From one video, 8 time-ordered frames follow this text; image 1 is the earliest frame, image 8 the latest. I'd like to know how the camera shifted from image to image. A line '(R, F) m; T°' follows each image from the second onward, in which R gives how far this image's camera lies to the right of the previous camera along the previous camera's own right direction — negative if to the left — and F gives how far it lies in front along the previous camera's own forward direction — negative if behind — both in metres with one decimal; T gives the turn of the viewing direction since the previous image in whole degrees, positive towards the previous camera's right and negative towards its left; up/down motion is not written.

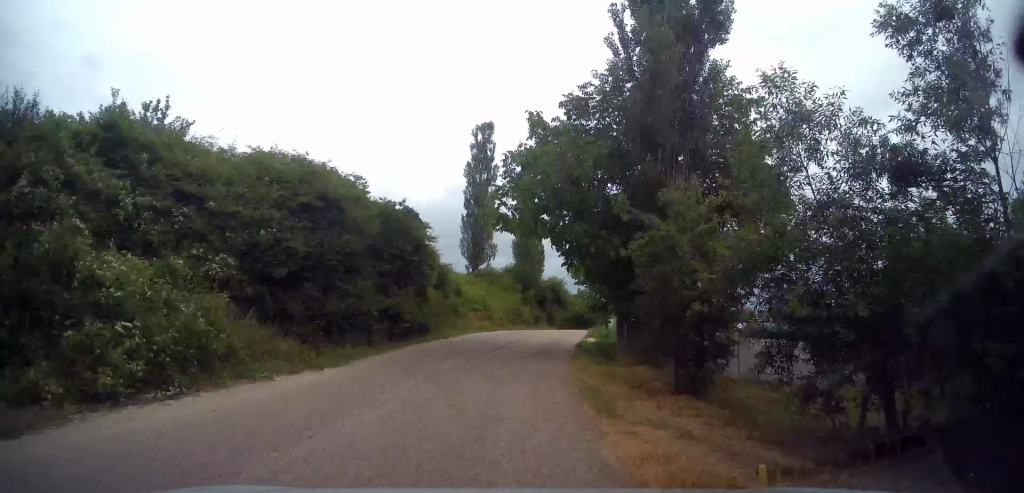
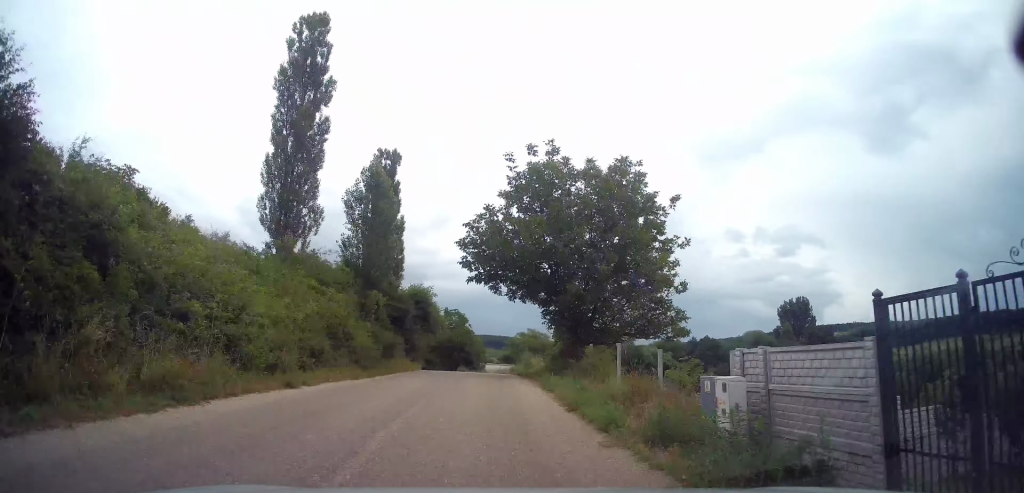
(+2.4, +28.5) m; +12°
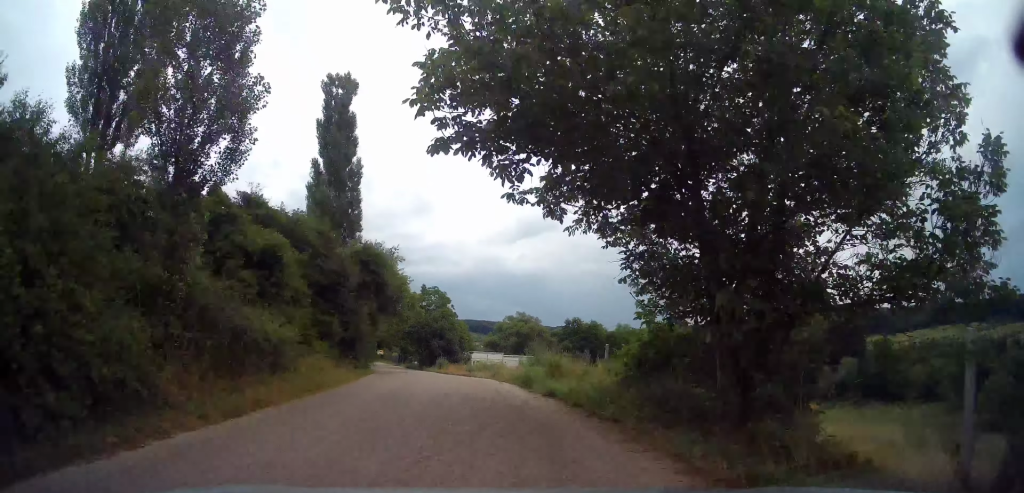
(+1.3, +15.9) m; +3°
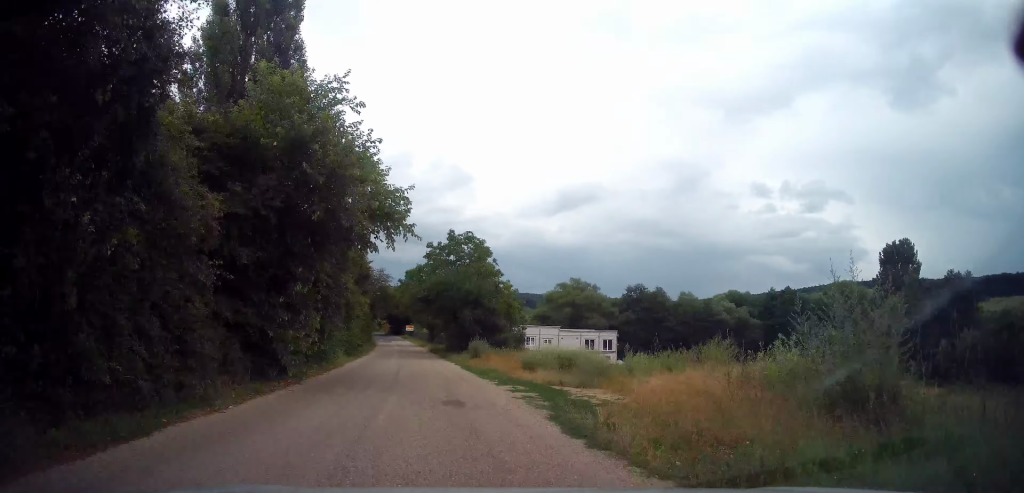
(-0.2, +22.1) m; -3°
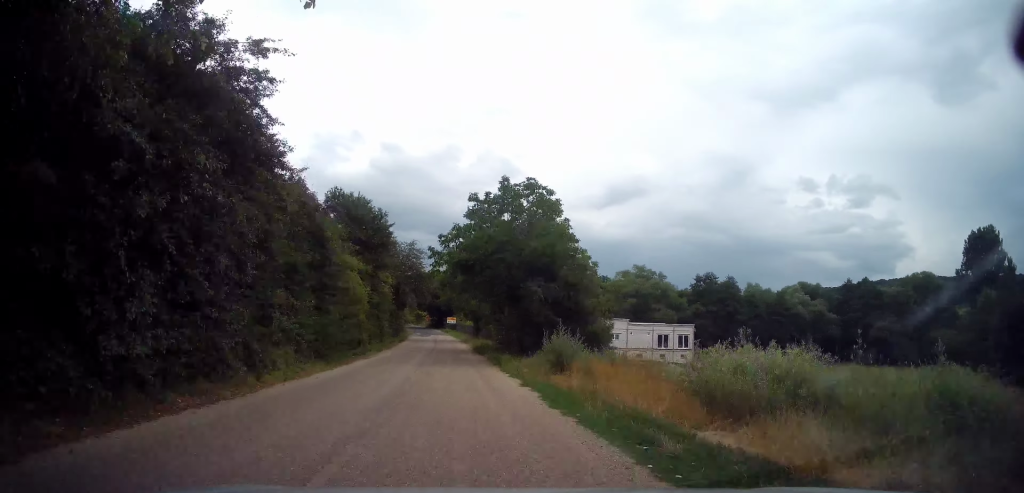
(-0.4, +14.1) m; -3°
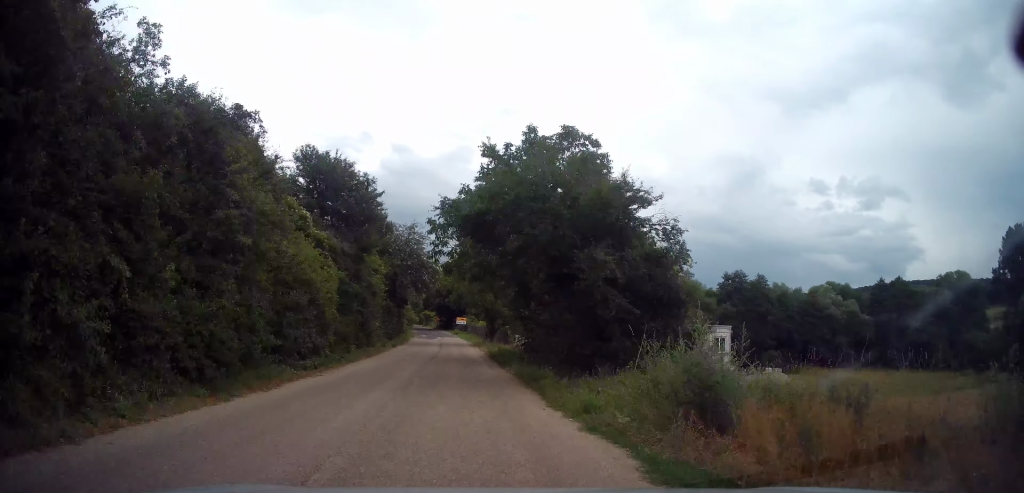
(+0.1, +8.5) m; -2°
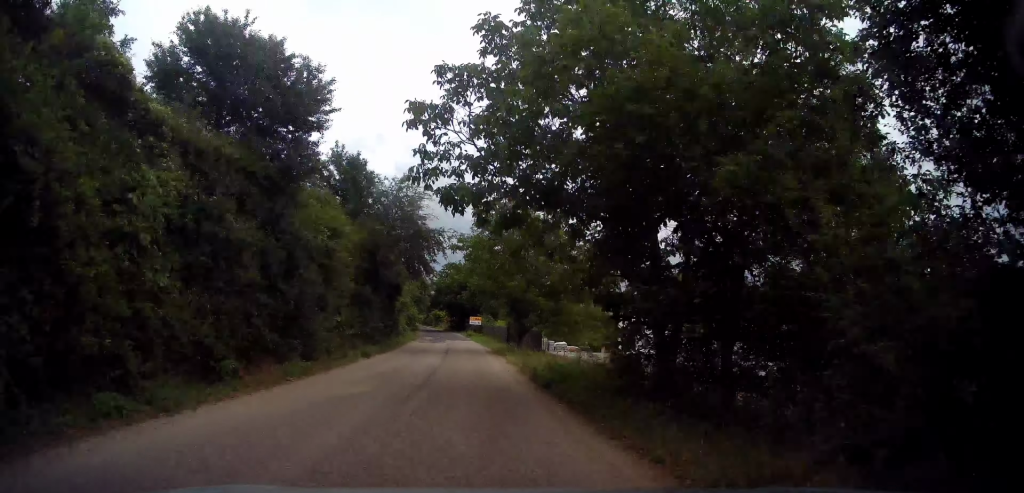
(-0.7, +12.5) m; -1°
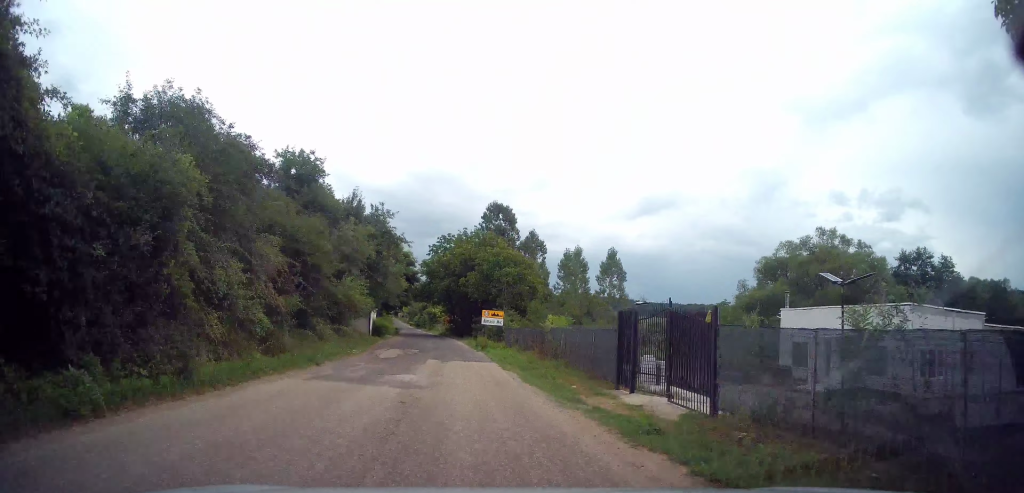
(-0.1, +31.8) m; -1°
